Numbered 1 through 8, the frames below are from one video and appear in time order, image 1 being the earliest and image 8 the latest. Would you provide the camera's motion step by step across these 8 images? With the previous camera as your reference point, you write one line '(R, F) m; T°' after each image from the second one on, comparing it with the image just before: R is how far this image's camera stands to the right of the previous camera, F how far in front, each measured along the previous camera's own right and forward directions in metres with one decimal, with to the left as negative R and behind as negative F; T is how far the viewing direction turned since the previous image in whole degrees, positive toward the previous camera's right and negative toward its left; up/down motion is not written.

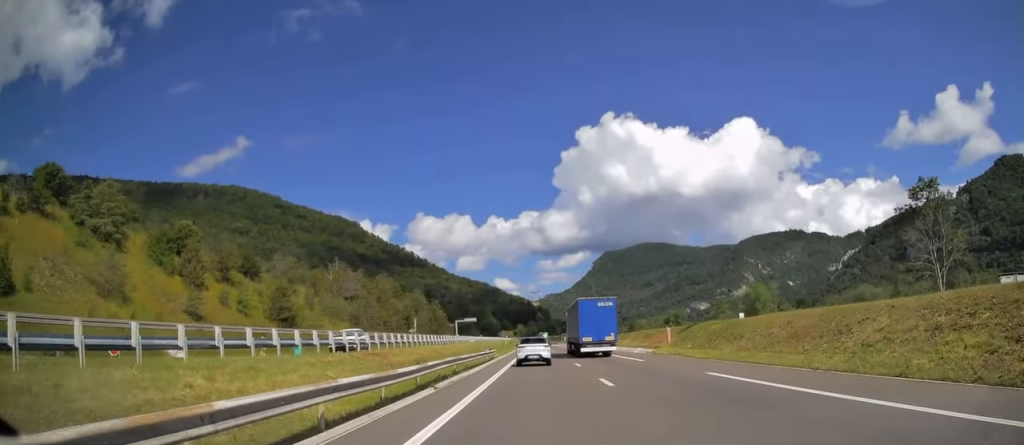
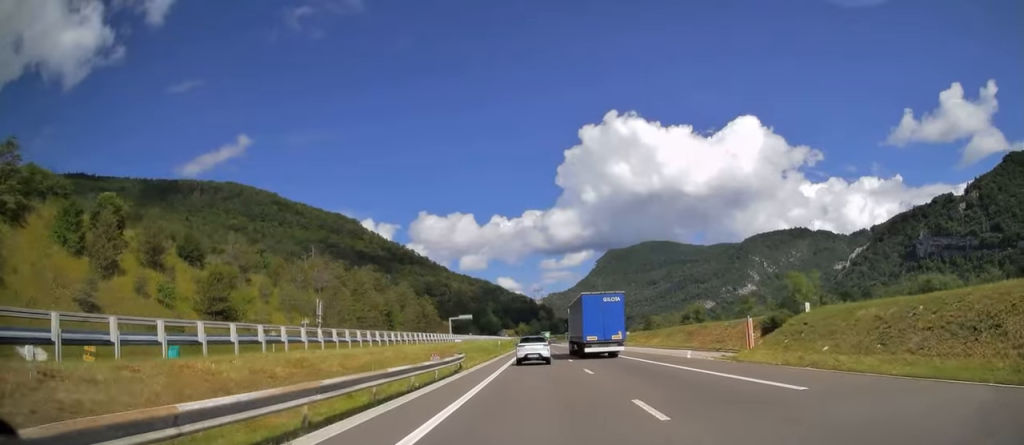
(+0.1, +20.5) m; 0°
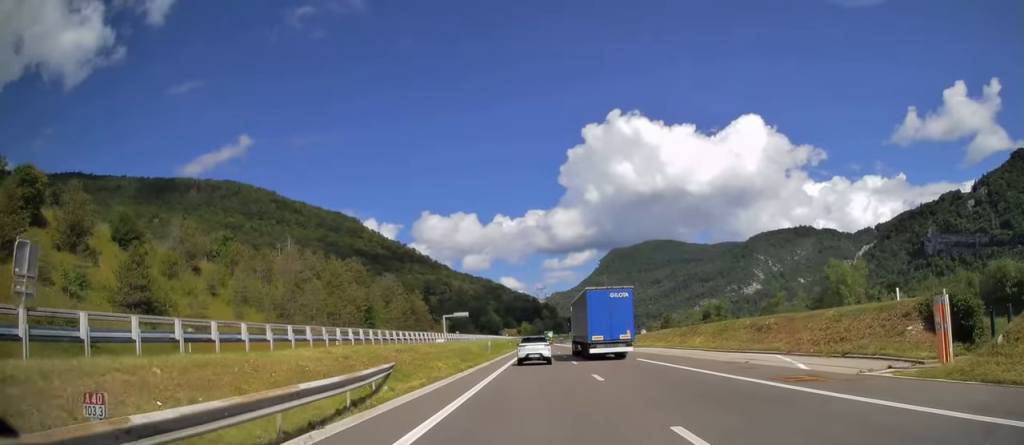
(+0.2, +16.8) m; 0°
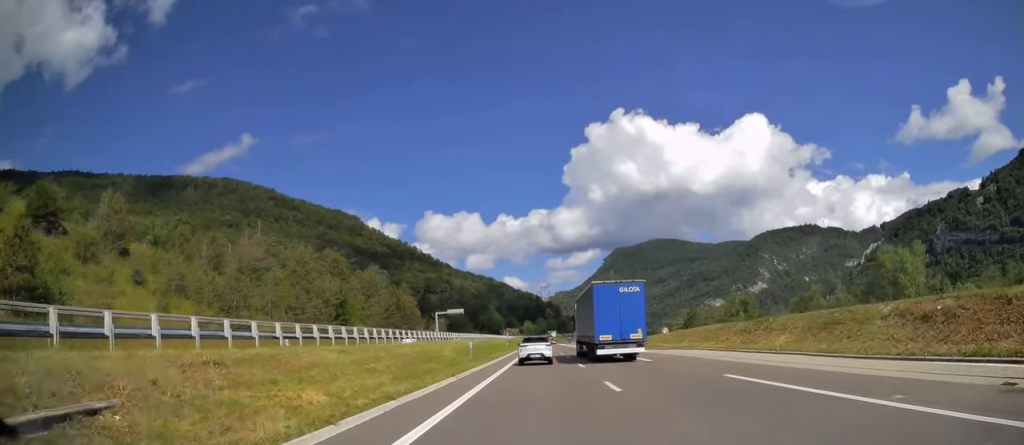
(-0.2, +16.9) m; -1°
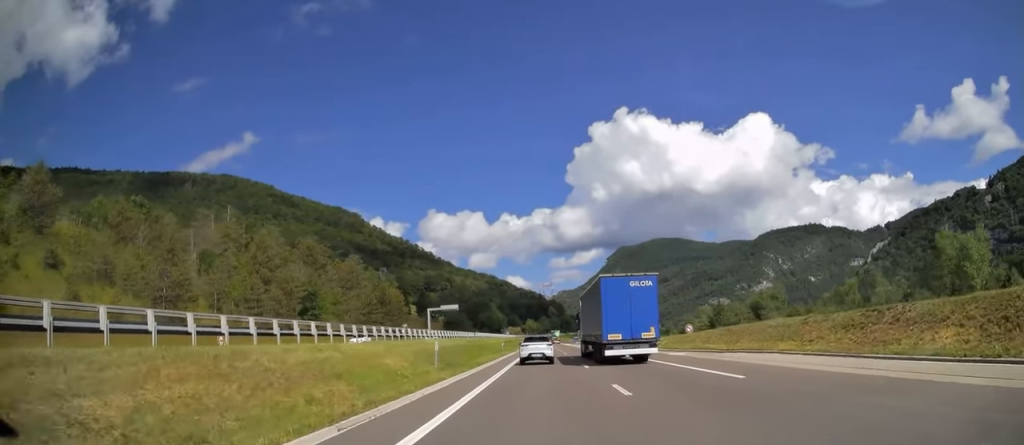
(-0.1, +14.1) m; 0°
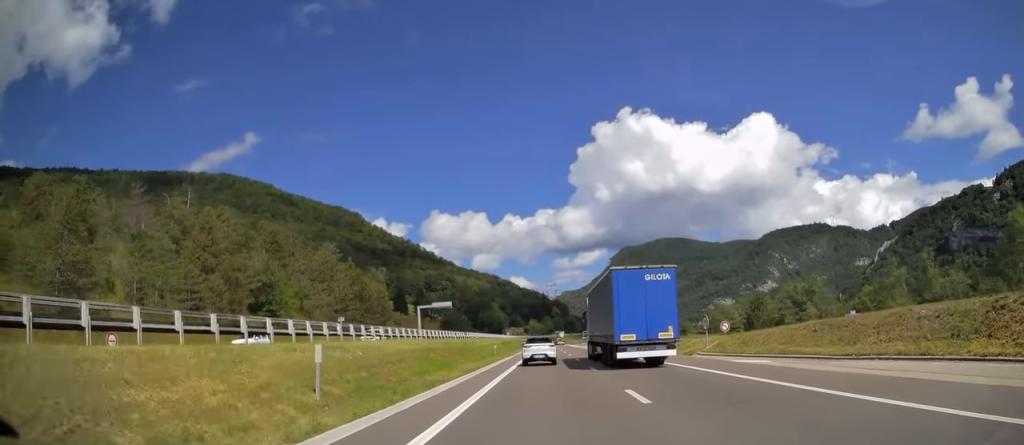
(-0.1, +14.6) m; 0°
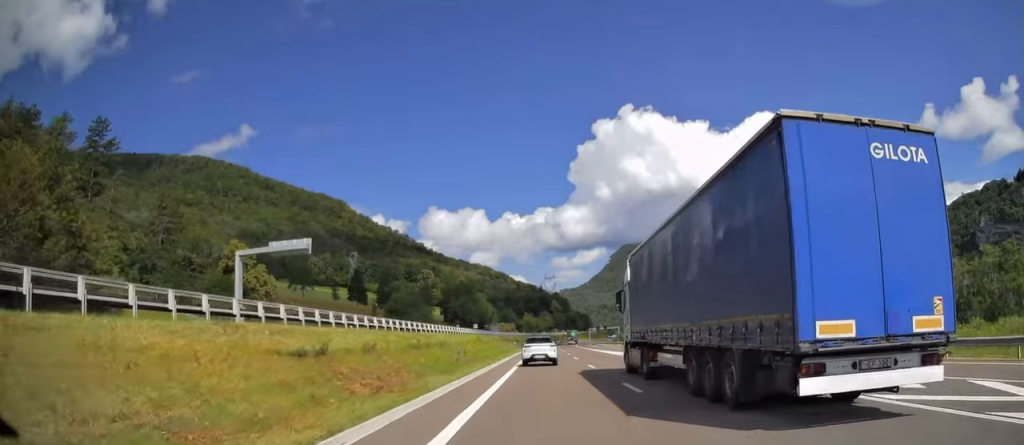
(-0.4, +75.1) m; 0°
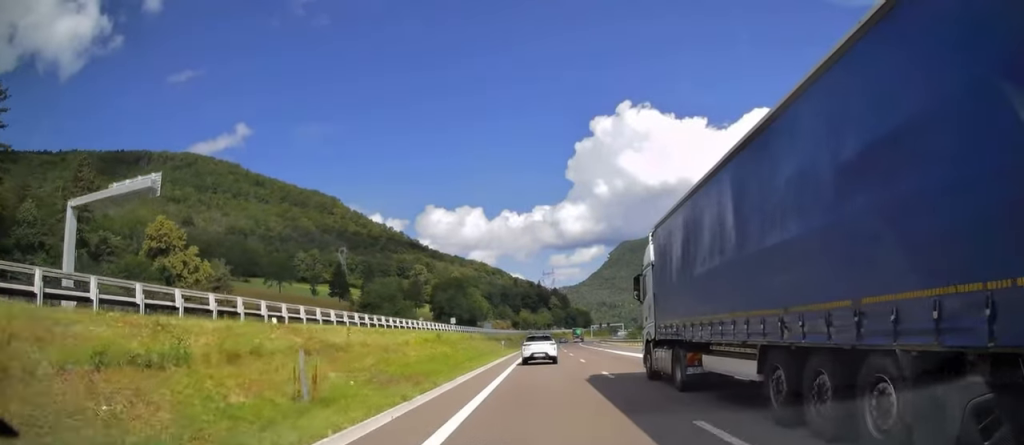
(+0.2, +21.3) m; 0°
